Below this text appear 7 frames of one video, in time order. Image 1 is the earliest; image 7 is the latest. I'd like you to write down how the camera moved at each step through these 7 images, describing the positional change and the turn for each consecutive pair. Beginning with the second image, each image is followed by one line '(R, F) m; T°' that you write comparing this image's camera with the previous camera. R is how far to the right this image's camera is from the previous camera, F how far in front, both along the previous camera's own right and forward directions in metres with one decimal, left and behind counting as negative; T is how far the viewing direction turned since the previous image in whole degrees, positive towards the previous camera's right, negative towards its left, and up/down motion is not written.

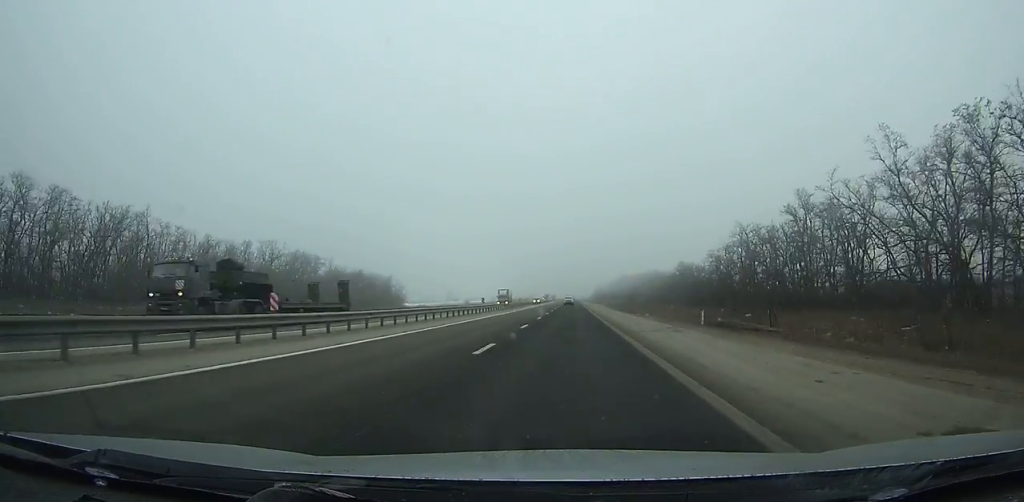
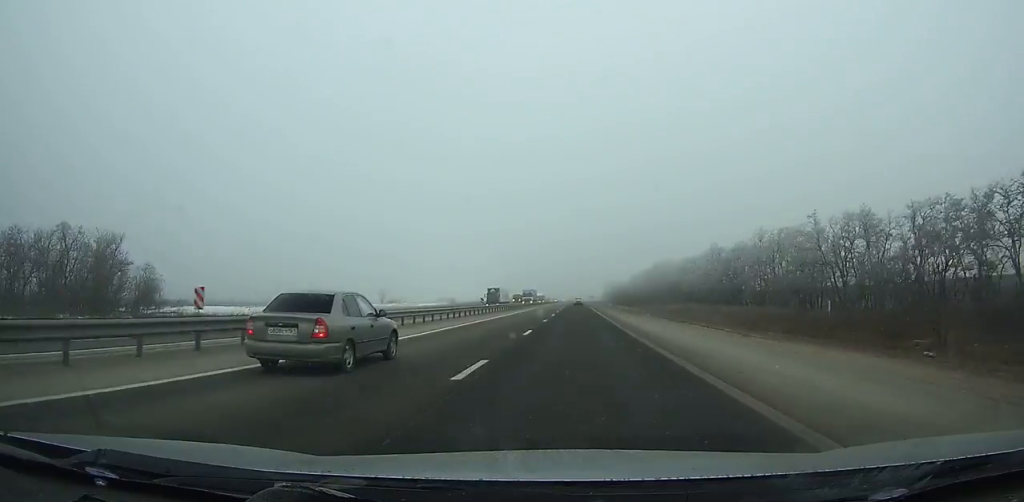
(-0.2, +125.4) m; 0°
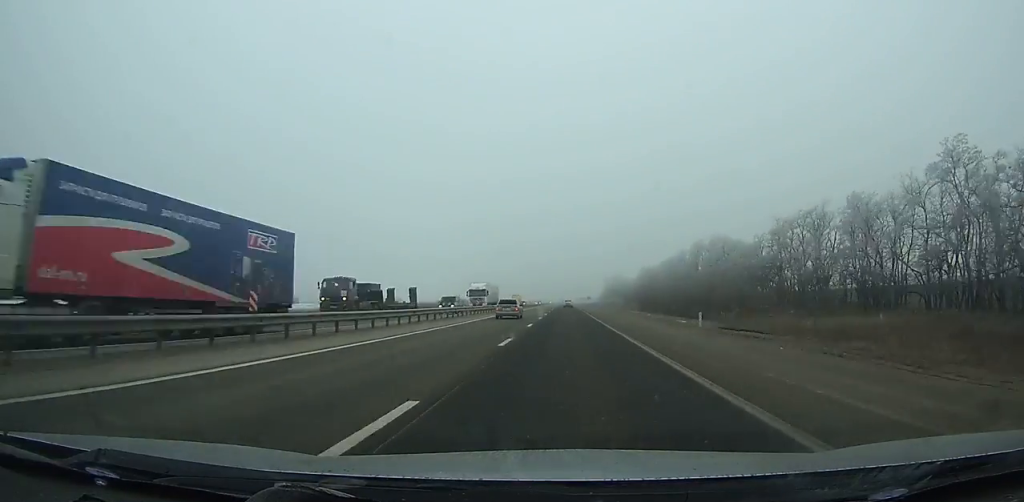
(+0.4, +77.5) m; 0°
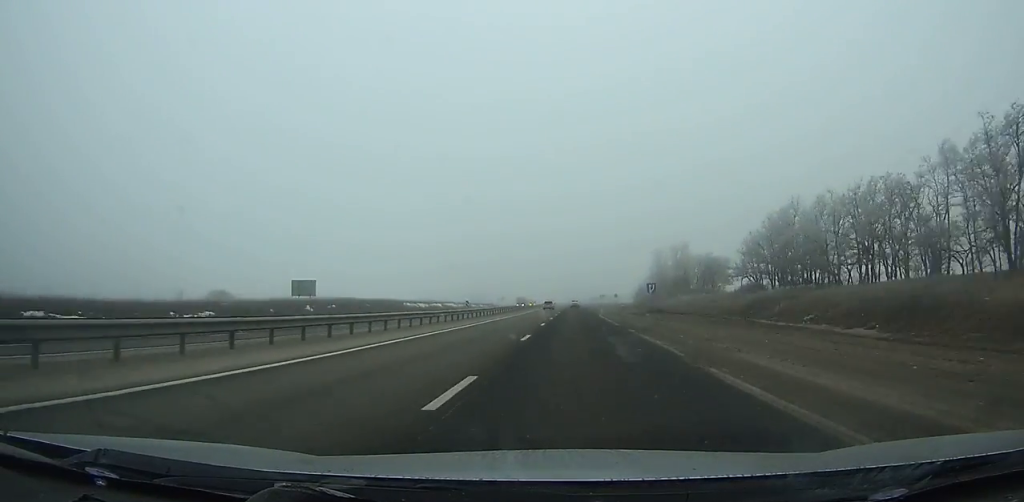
(-0.3, +130.2) m; 0°
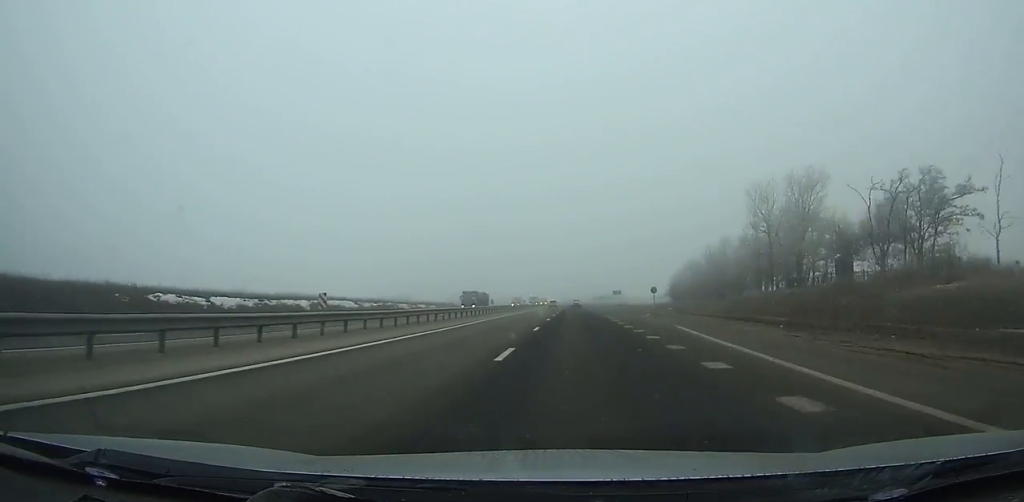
(-0.1, +66.9) m; 0°
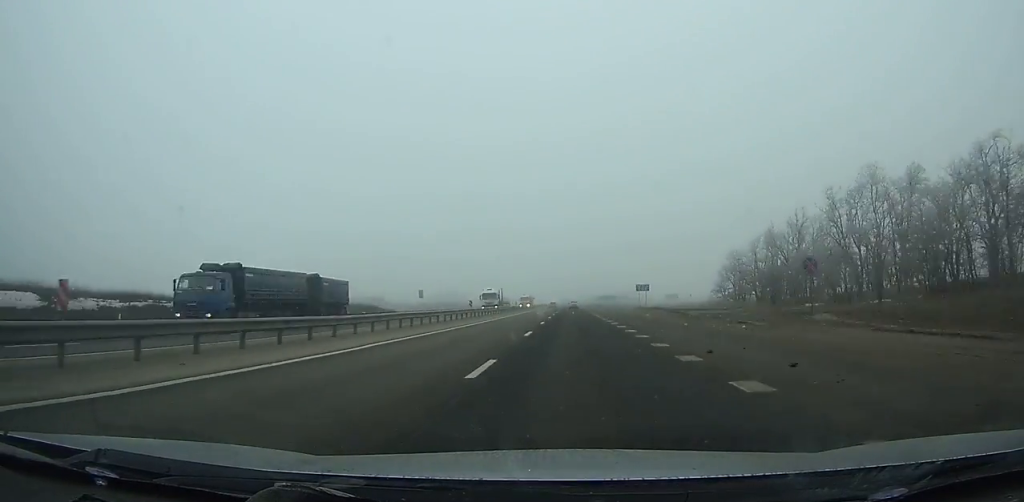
(0.0, +49.6) m; 0°
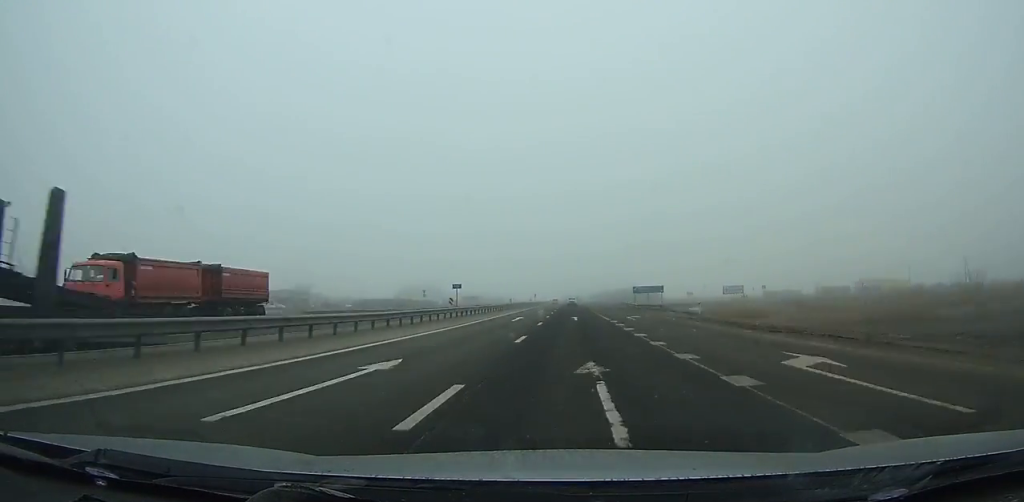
(+0.2, +87.3) m; 0°
